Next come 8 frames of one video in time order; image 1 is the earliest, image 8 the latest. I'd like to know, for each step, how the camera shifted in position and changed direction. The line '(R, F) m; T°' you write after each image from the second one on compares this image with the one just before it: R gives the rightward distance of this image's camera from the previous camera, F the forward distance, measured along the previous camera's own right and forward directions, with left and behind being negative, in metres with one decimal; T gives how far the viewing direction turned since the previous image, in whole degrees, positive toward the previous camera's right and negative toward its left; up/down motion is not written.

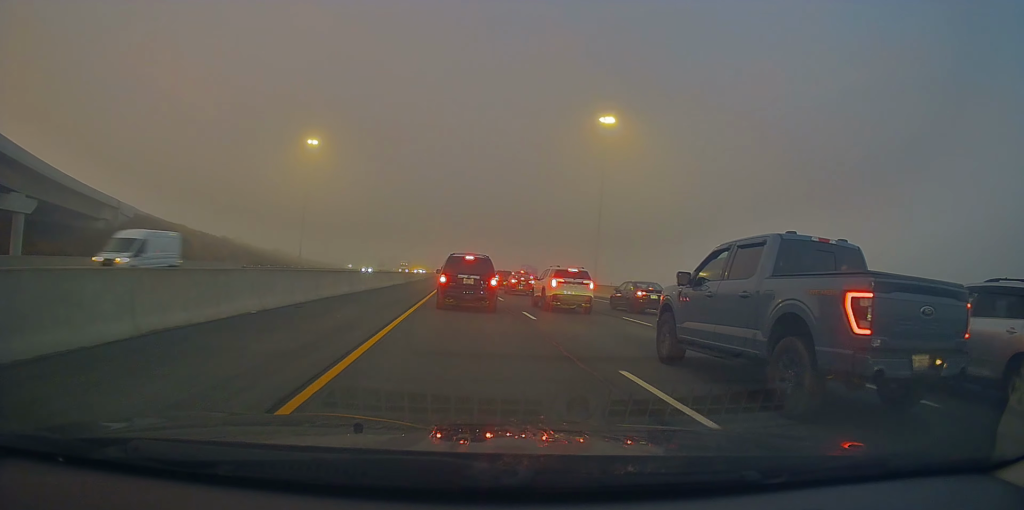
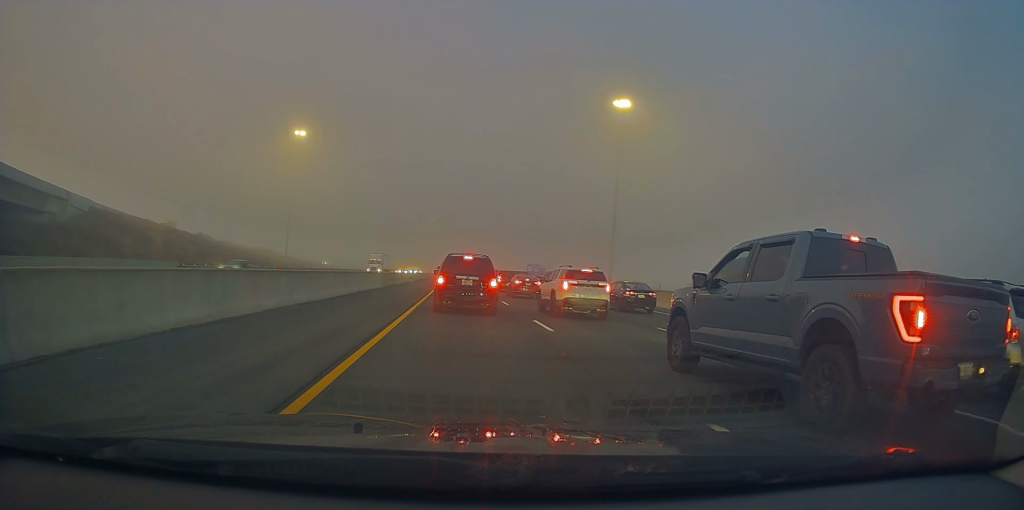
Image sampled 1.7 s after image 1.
(+0.4, +16.2) m; +1°
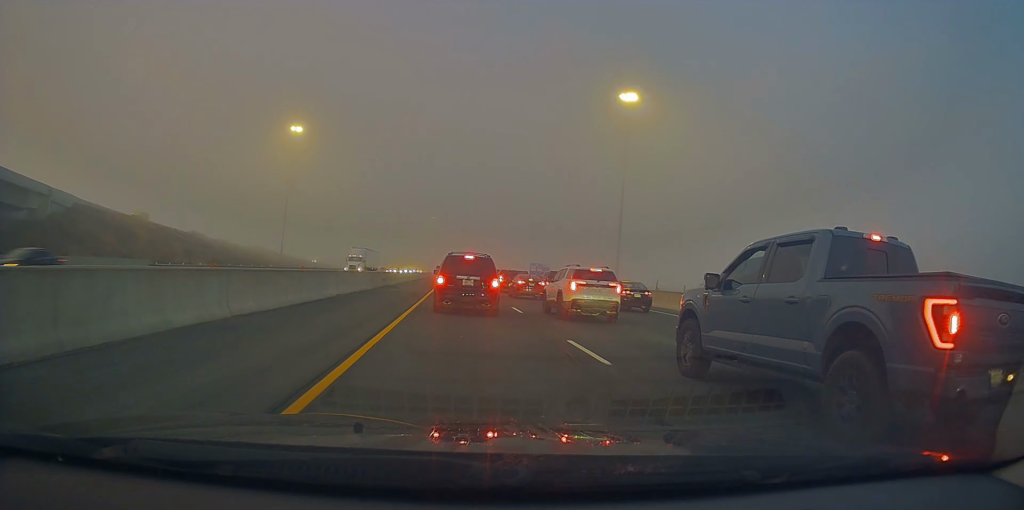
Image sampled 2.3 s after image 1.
(-0.2, +5.2) m; 0°
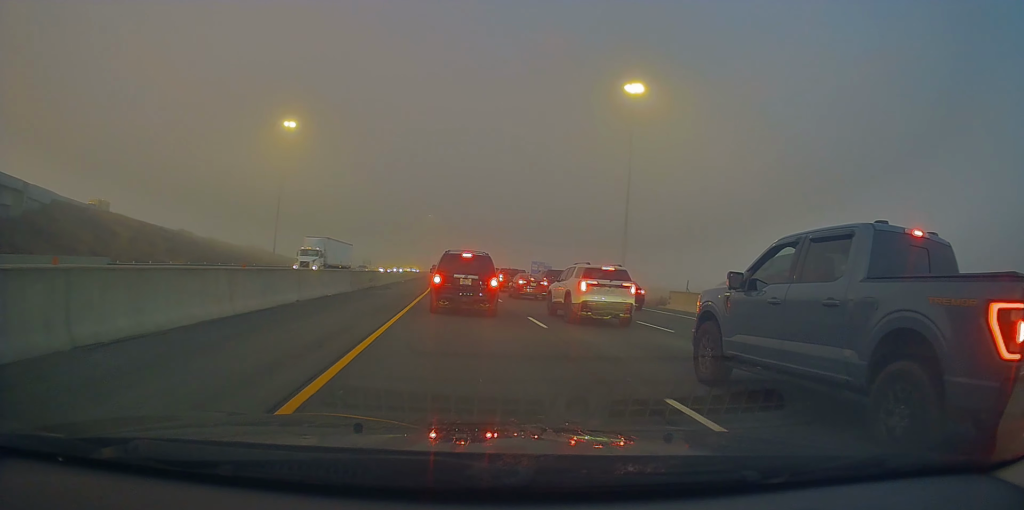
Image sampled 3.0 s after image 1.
(-0.1, +6.2) m; 0°
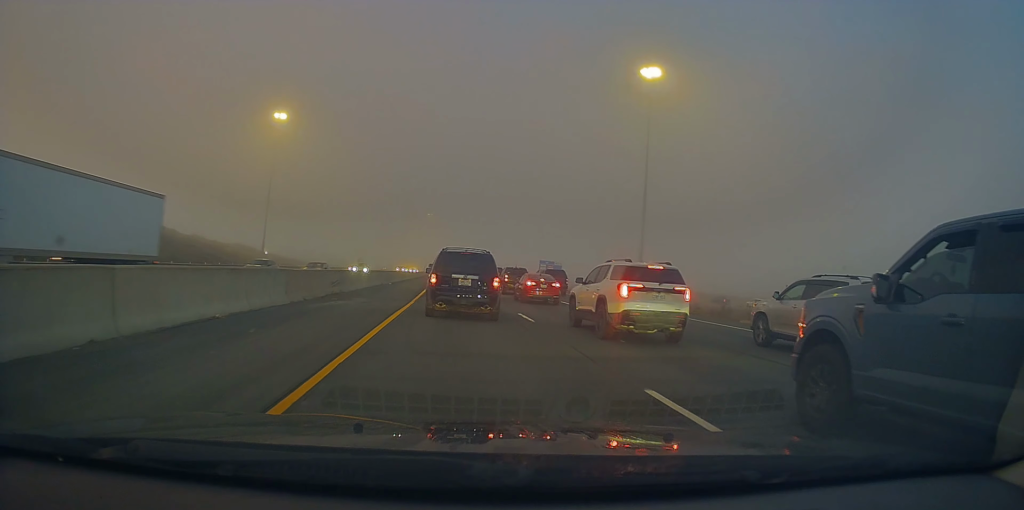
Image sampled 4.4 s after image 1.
(+0.3, +11.4) m; 0°
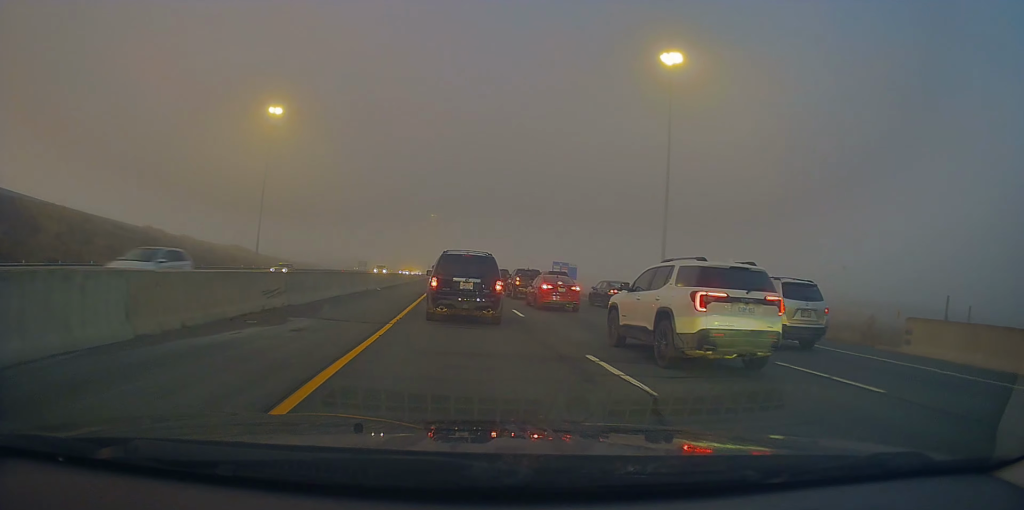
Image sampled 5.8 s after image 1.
(-0.2, +10.7) m; -2°
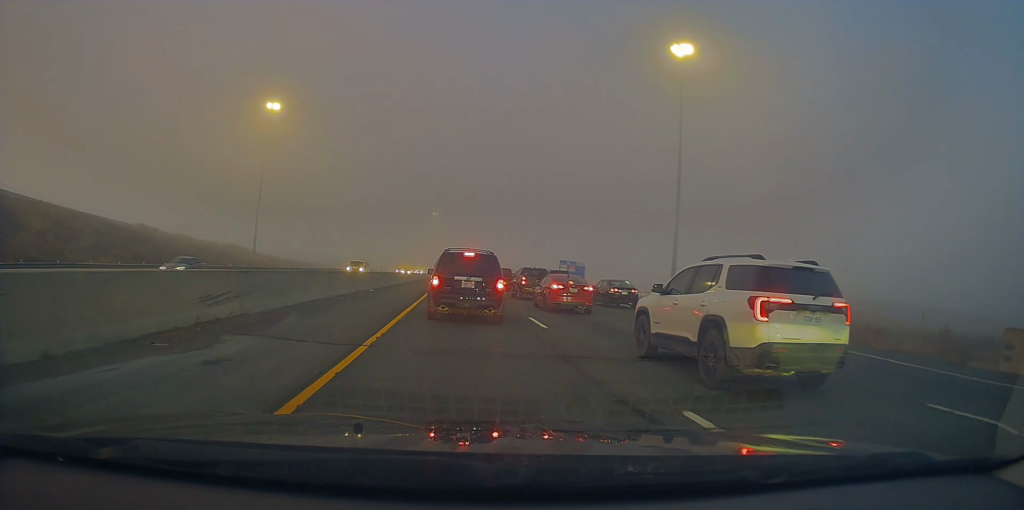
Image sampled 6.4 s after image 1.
(0.0, +4.7) m; 0°
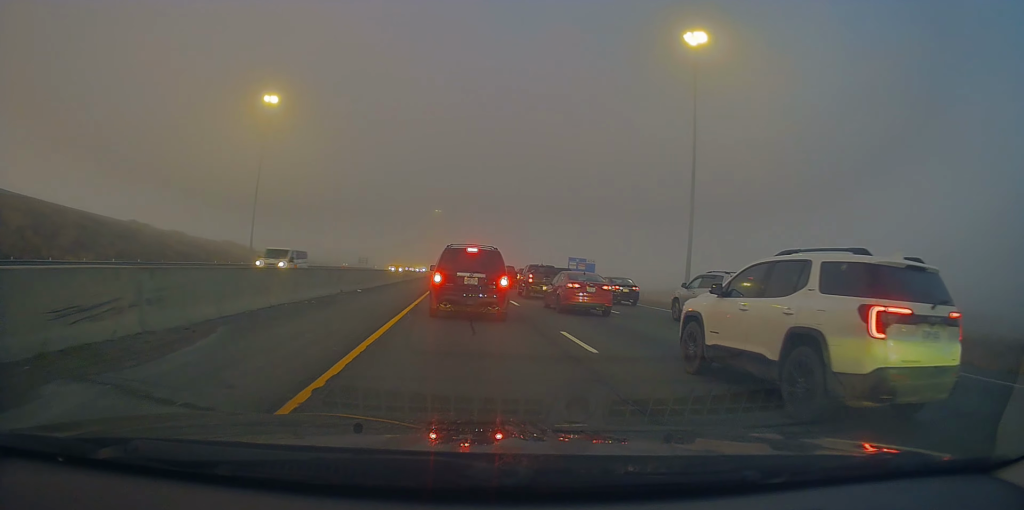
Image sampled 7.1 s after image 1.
(0.0, +5.2) m; 0°
